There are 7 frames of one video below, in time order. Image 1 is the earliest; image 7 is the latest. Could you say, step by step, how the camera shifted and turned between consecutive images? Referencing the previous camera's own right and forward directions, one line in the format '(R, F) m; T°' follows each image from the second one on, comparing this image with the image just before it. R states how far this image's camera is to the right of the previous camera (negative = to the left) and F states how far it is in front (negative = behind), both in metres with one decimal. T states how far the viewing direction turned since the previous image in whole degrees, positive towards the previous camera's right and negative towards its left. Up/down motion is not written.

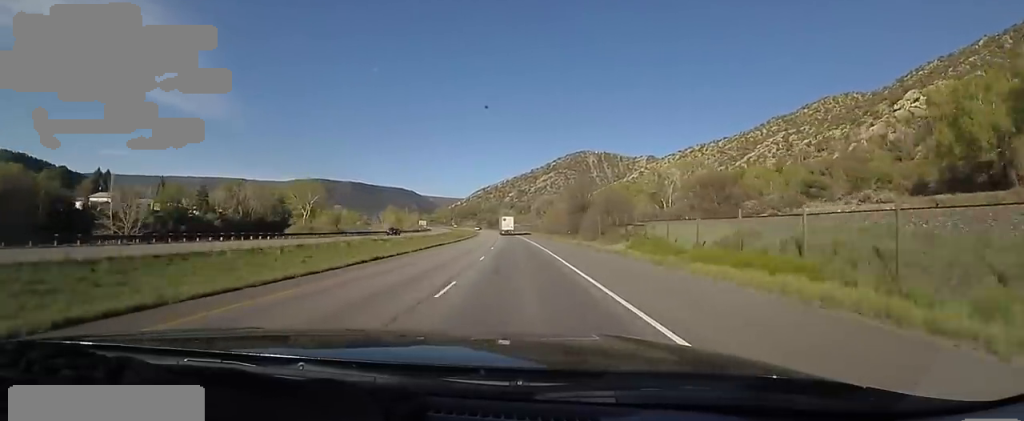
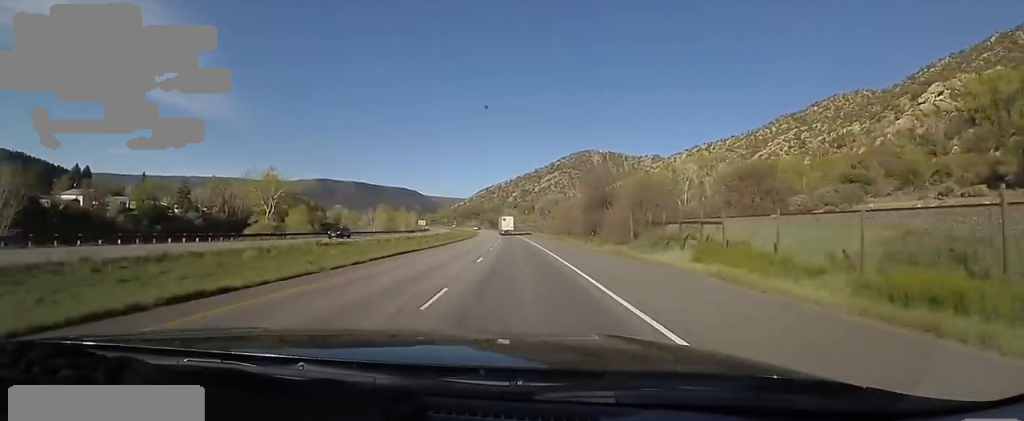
(+0.2, +13.6) m; 0°
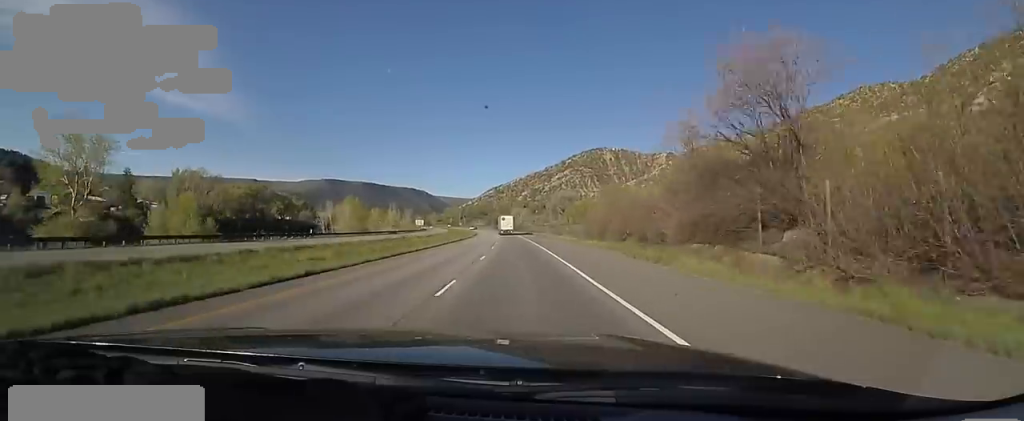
(+0.5, +34.4) m; 0°
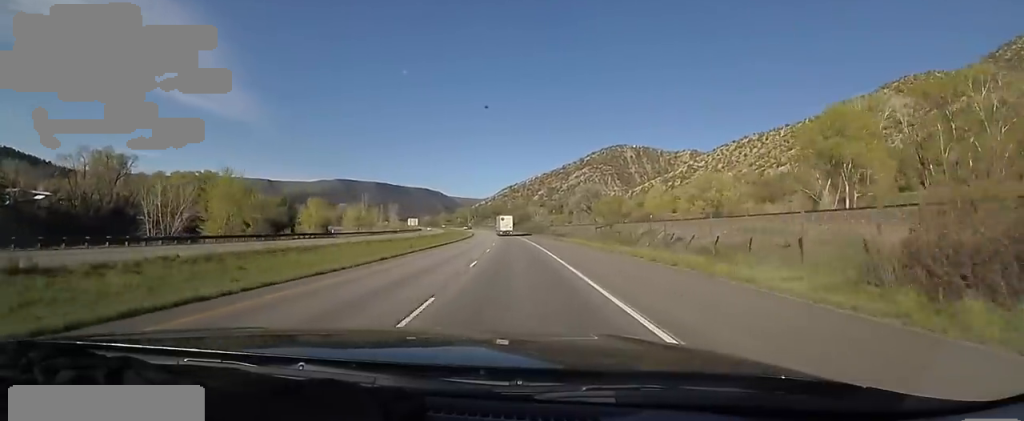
(-2.0, +52.0) m; -5°
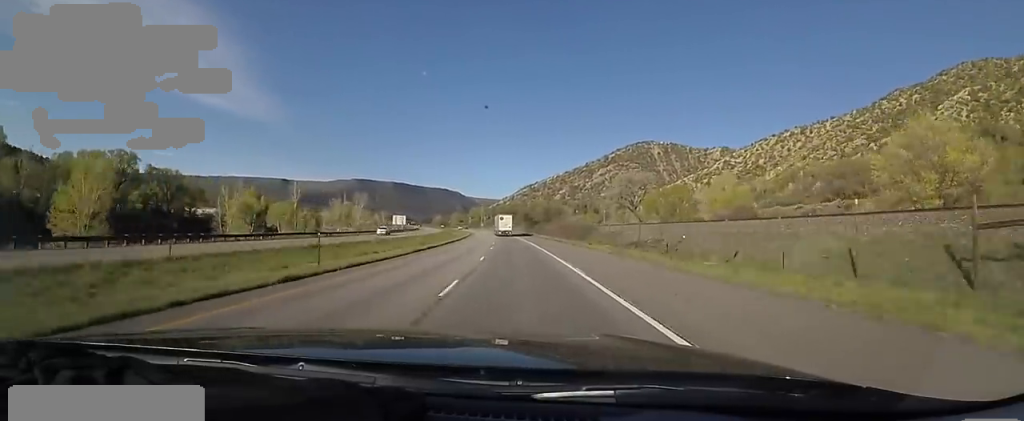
(+0.1, +56.6) m; +1°
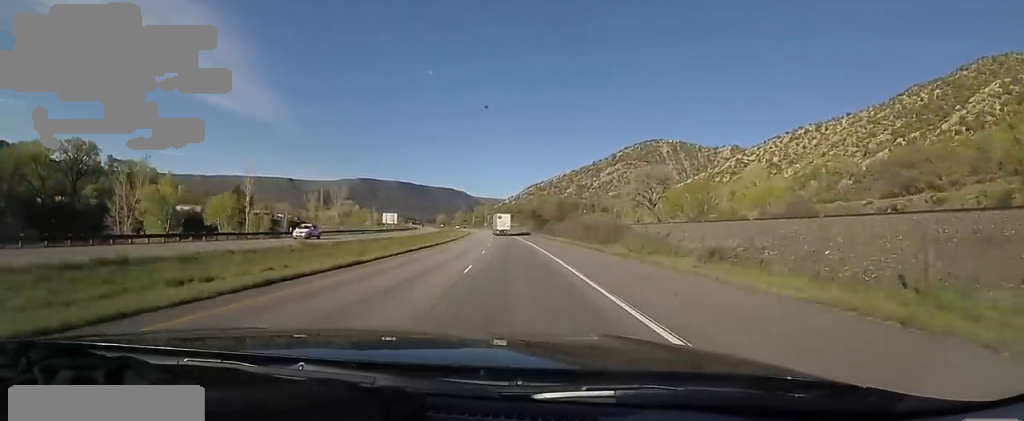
(0.0, +19.0) m; -2°
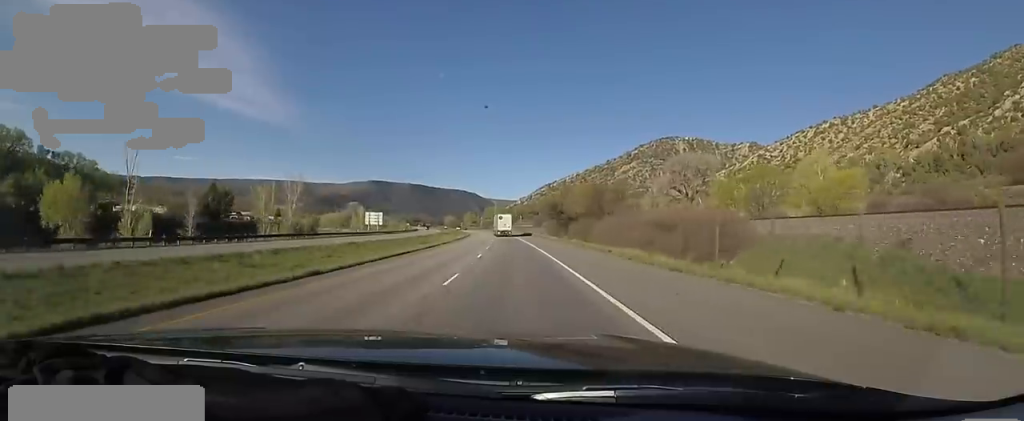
(-0.6, +27.4) m; -2°
